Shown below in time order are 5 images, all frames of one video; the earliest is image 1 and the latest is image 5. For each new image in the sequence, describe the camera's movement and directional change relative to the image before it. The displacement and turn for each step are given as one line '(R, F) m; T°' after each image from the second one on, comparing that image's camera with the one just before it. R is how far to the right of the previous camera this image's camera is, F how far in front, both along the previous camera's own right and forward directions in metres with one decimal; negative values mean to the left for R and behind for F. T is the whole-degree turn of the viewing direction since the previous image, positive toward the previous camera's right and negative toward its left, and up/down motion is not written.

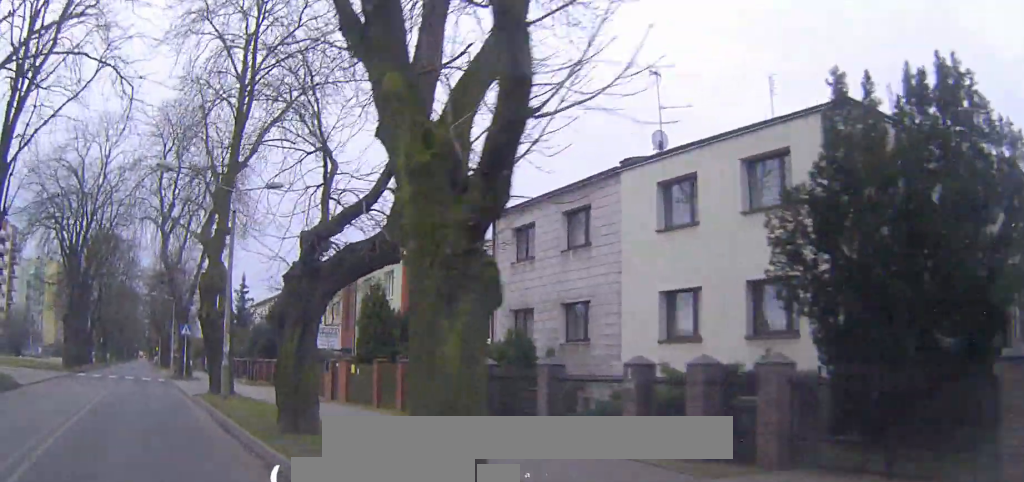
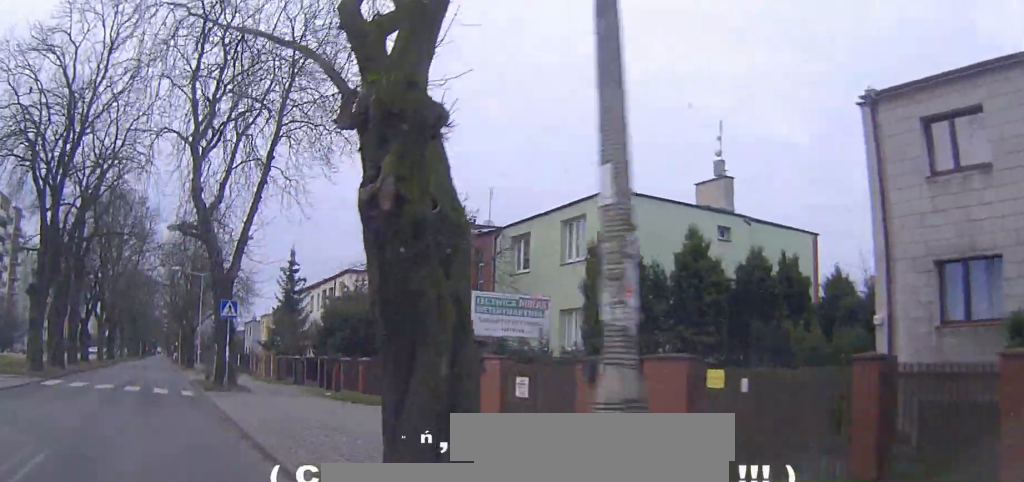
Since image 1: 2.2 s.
(-1.9, +16.0) m; -4°
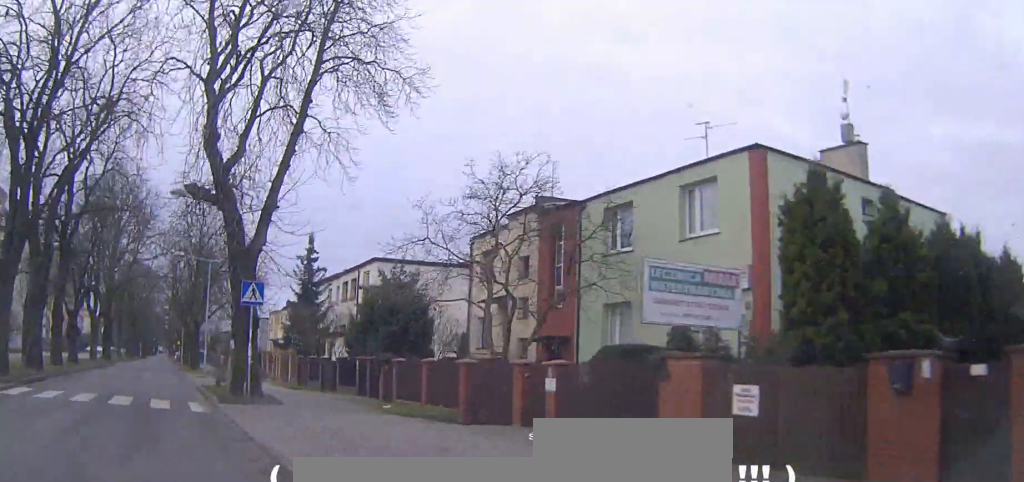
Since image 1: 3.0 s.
(+0.3, +6.3) m; +3°
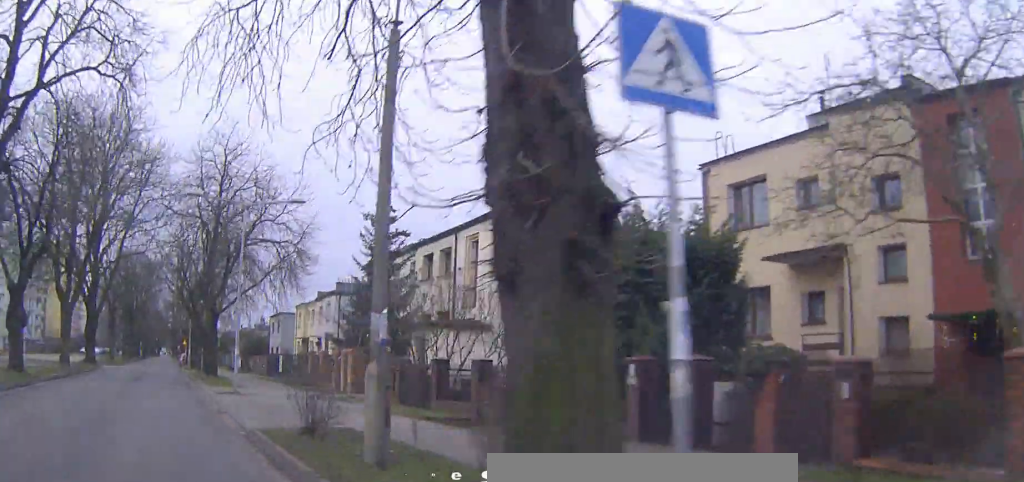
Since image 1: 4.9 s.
(+0.2, +16.4) m; 0°
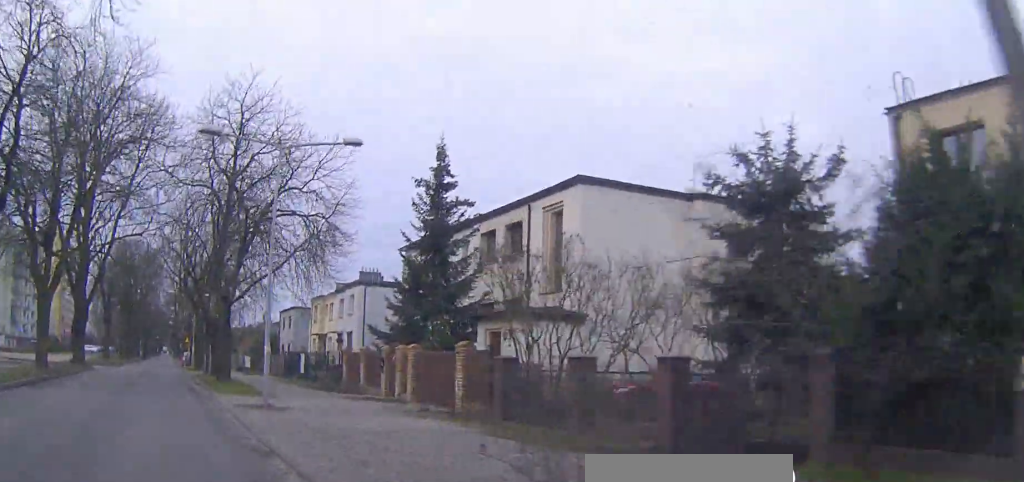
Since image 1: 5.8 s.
(-0.1, +7.1) m; -1°
